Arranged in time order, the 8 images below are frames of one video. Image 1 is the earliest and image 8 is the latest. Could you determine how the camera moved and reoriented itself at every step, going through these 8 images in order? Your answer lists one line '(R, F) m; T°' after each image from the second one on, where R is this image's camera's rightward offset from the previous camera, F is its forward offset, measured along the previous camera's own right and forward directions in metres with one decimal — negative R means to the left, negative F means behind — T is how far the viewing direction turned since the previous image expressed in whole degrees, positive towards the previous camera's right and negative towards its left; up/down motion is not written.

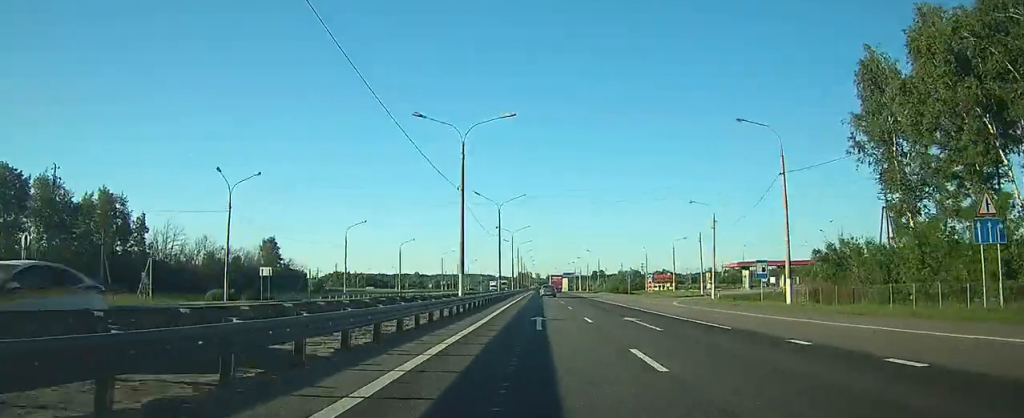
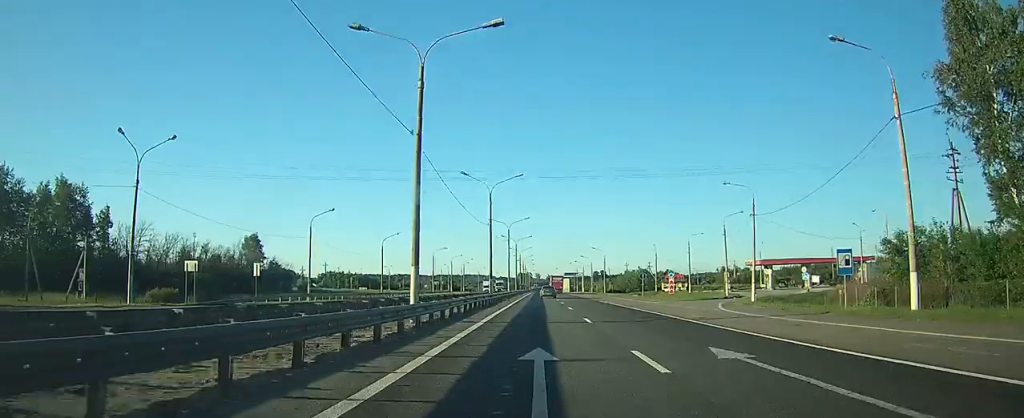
(0.0, +12.1) m; 0°
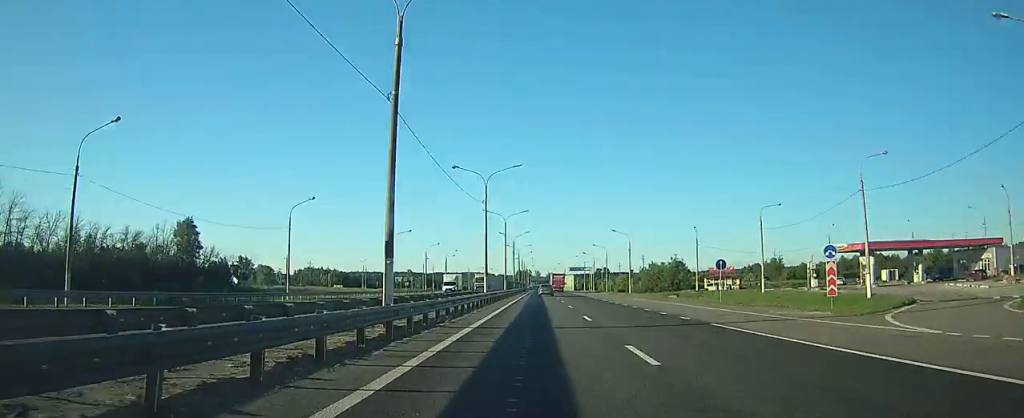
(0.0, +35.3) m; 0°
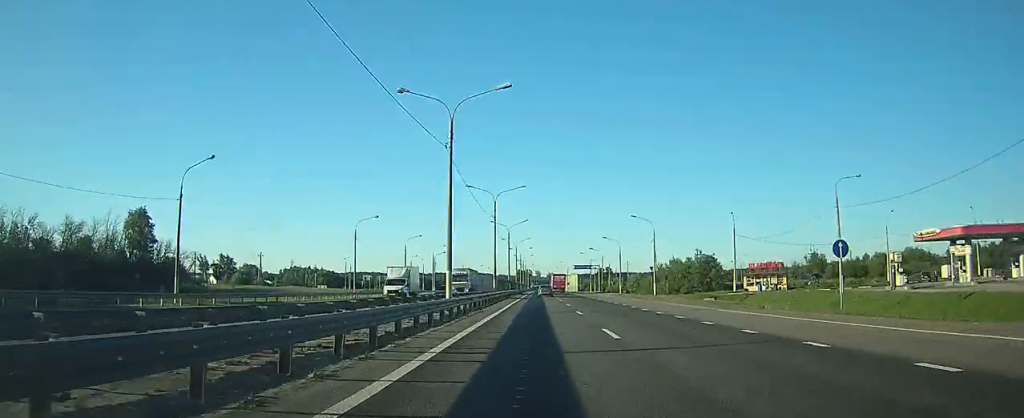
(0.0, +19.2) m; 0°
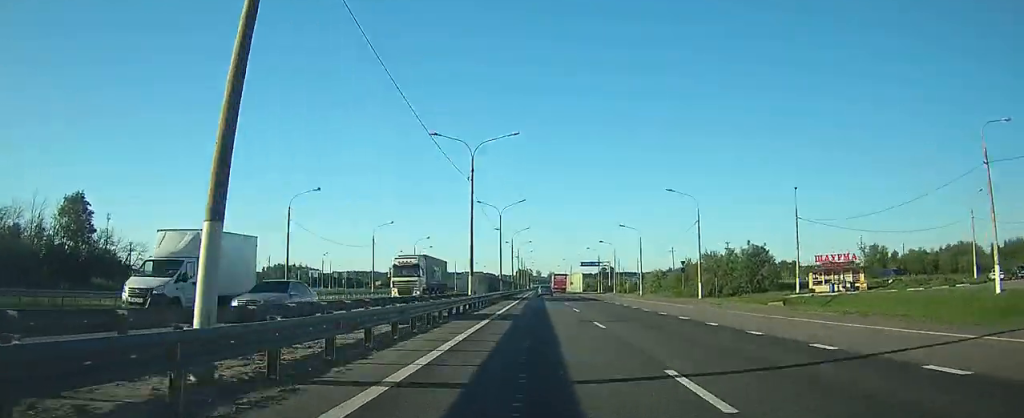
(0.0, +20.3) m; 0°
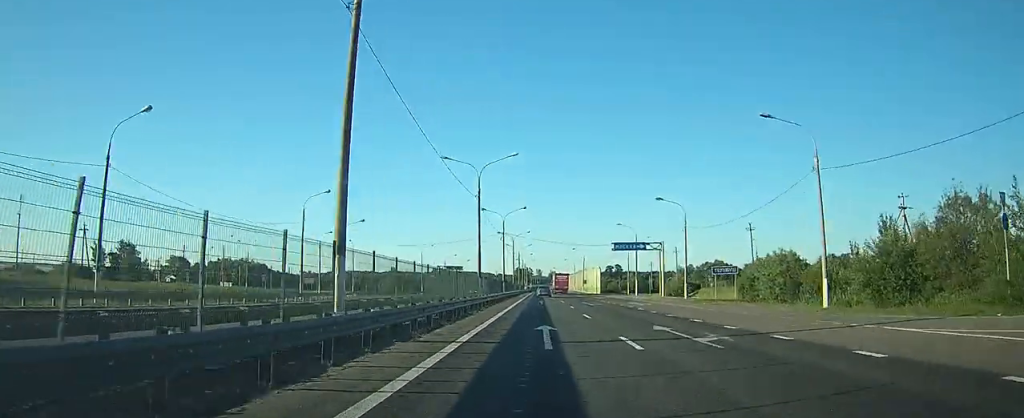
(+0.1, +54.2) m; 0°
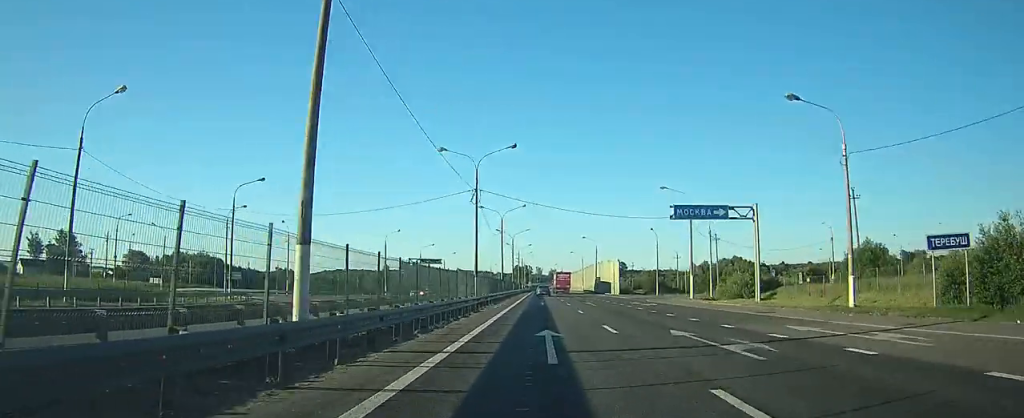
(0.0, +31.9) m; 0°
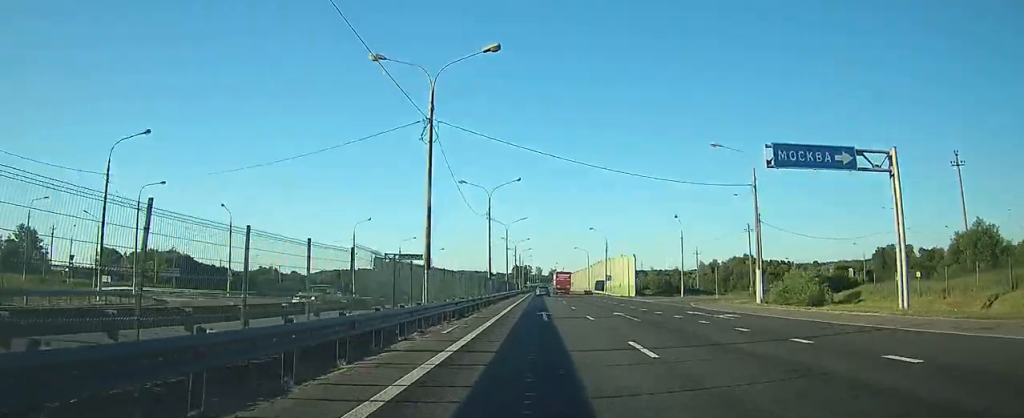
(0.0, +17.5) m; 0°
